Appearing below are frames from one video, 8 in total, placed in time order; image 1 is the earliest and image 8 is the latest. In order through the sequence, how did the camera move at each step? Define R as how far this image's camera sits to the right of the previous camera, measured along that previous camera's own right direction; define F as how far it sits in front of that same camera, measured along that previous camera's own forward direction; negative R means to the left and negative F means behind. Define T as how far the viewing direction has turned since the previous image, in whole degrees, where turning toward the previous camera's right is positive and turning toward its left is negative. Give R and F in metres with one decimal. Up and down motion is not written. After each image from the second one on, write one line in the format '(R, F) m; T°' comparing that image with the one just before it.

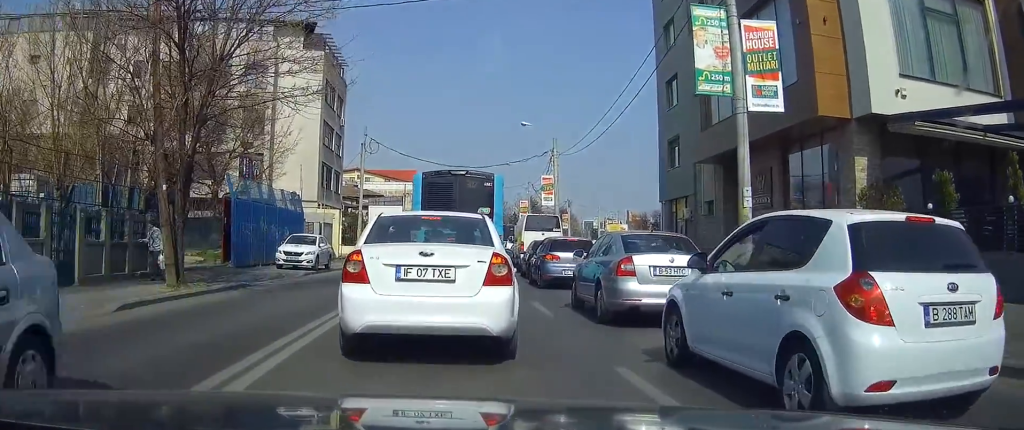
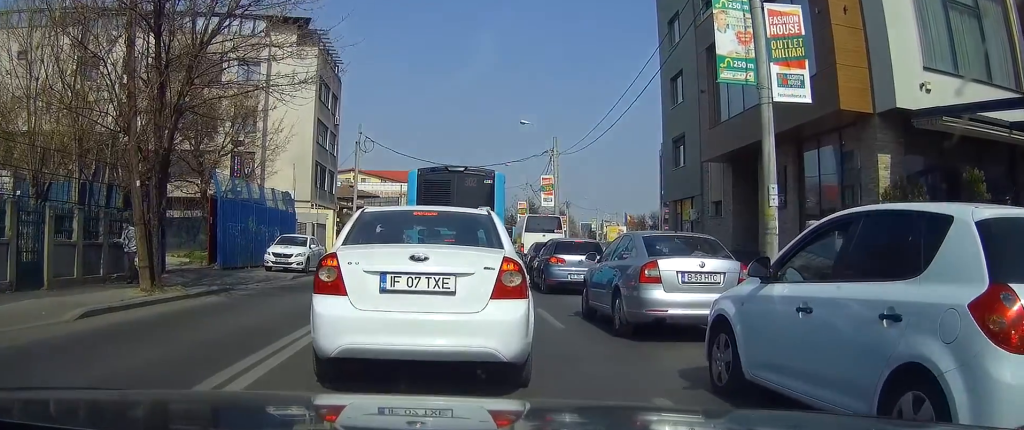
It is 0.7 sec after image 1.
(+0.1, +0.9) m; 0°
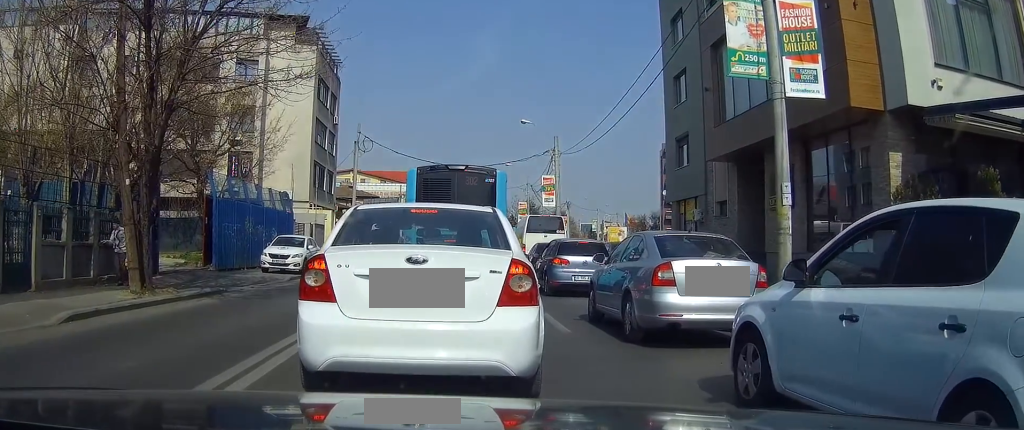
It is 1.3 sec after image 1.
(0.0, +0.4) m; 0°
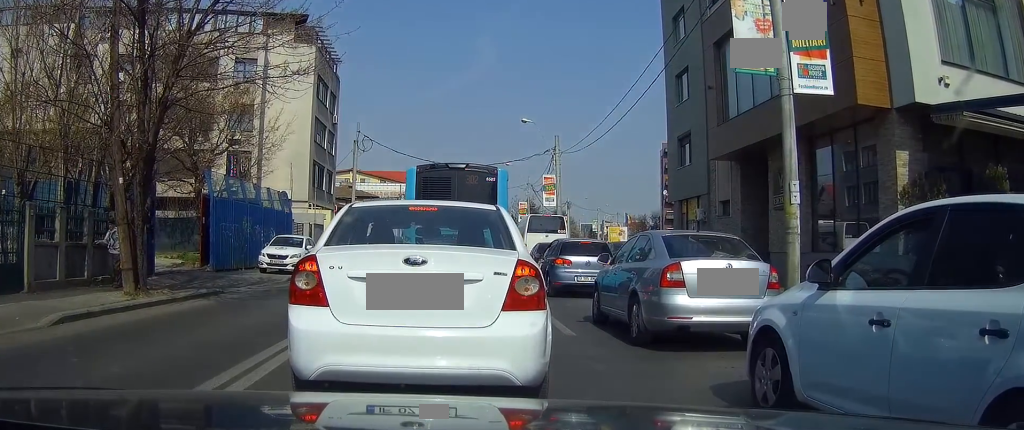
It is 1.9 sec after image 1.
(0.0, +0.4) m; 0°
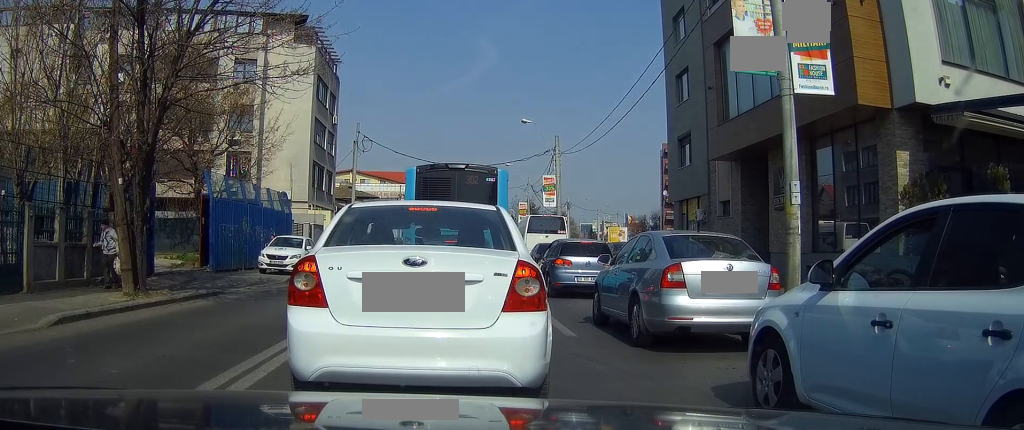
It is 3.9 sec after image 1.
(0.0, +0.6) m; 0°
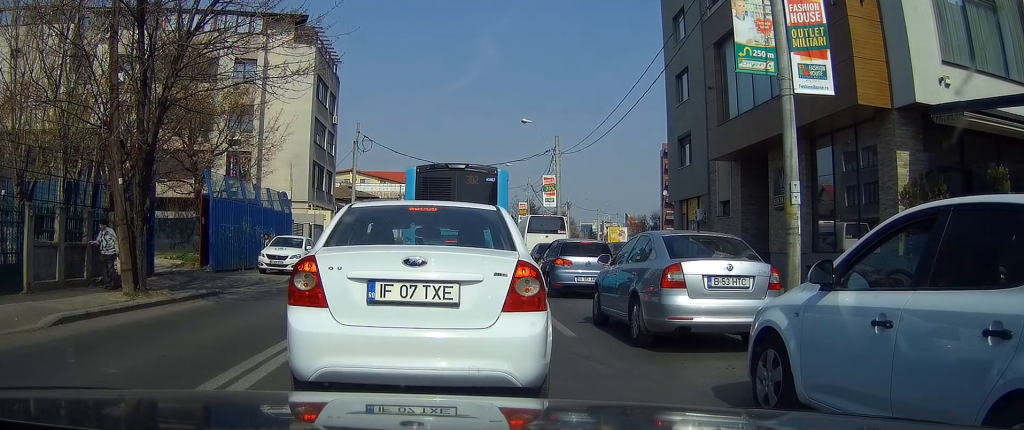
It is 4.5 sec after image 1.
(0.0, 0.0) m; 0°
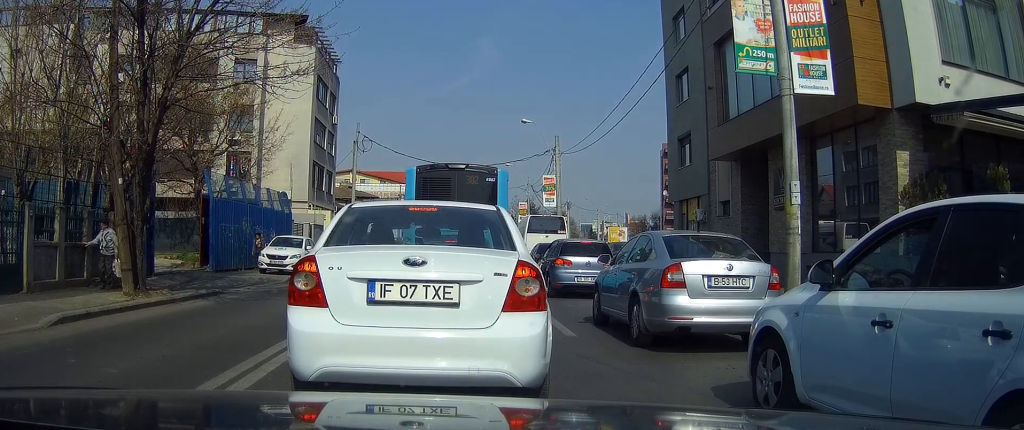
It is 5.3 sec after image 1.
(0.0, 0.0) m; 0°
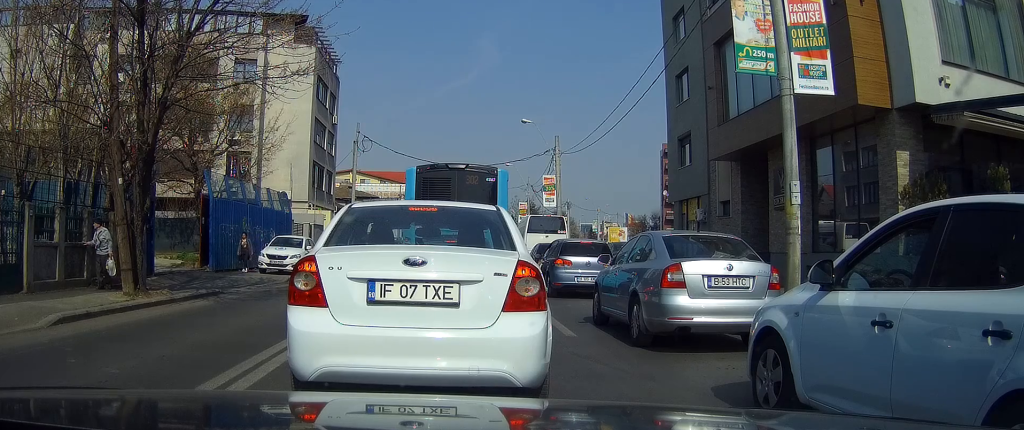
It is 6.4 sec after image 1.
(0.0, 0.0) m; 0°
